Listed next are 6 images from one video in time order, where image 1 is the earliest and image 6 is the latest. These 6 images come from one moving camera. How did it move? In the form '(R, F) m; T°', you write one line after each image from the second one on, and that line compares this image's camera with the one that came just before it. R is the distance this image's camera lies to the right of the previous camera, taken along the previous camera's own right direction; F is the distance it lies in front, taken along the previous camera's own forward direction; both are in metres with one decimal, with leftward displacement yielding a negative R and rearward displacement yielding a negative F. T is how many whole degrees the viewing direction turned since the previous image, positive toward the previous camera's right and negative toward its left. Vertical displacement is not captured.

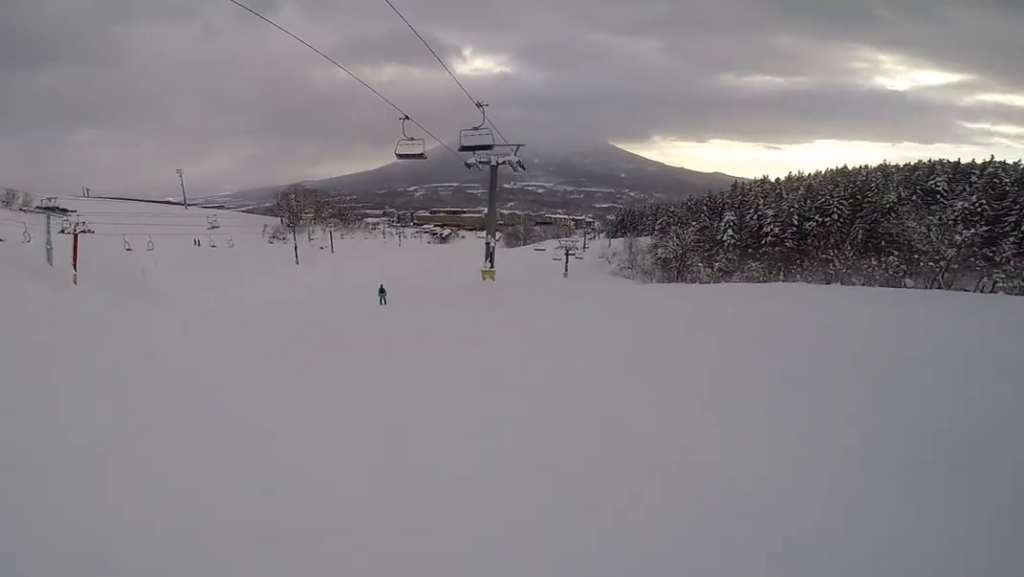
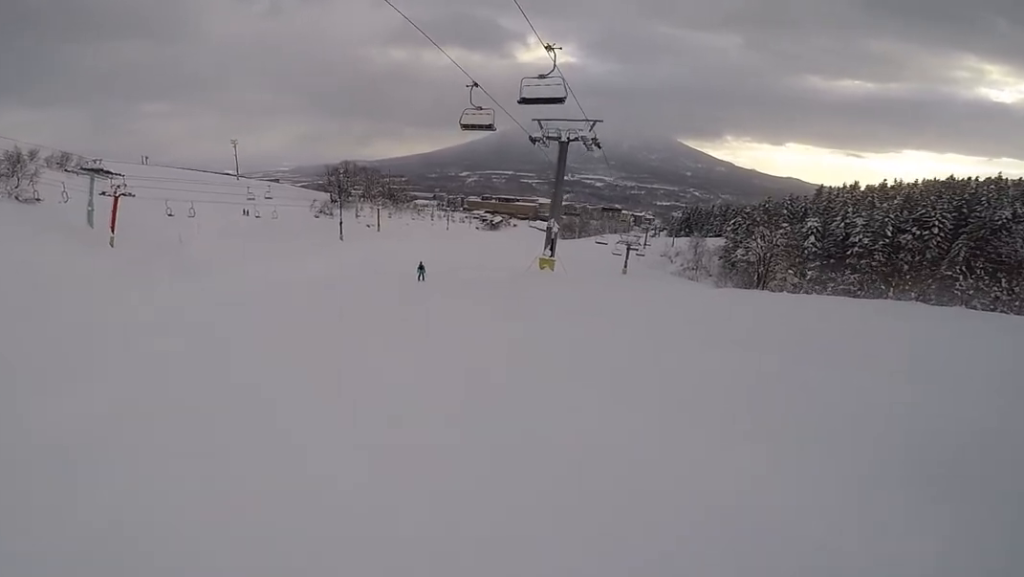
(-0.5, +4.6) m; -5°
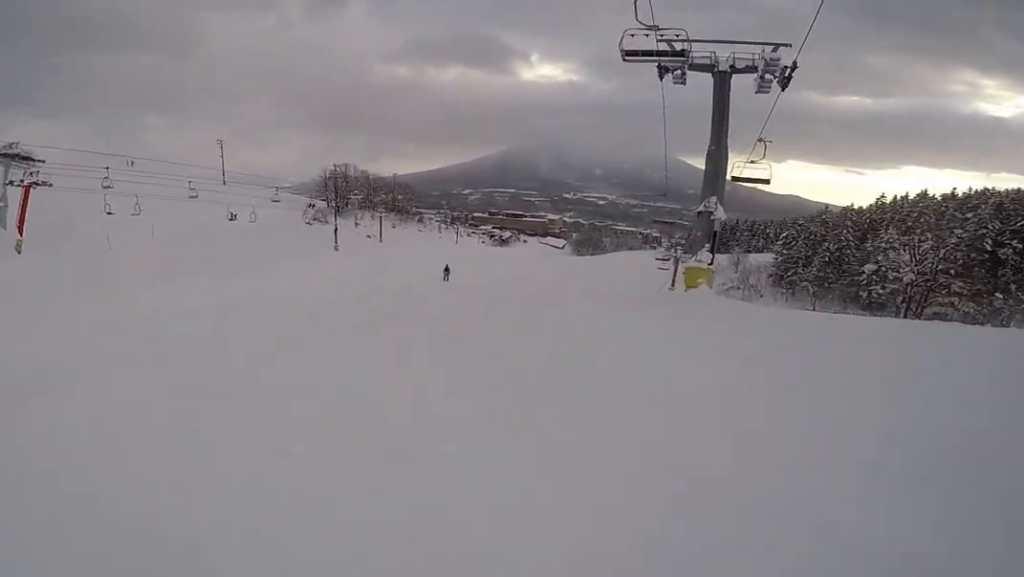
(-2.5, +17.8) m; -10°
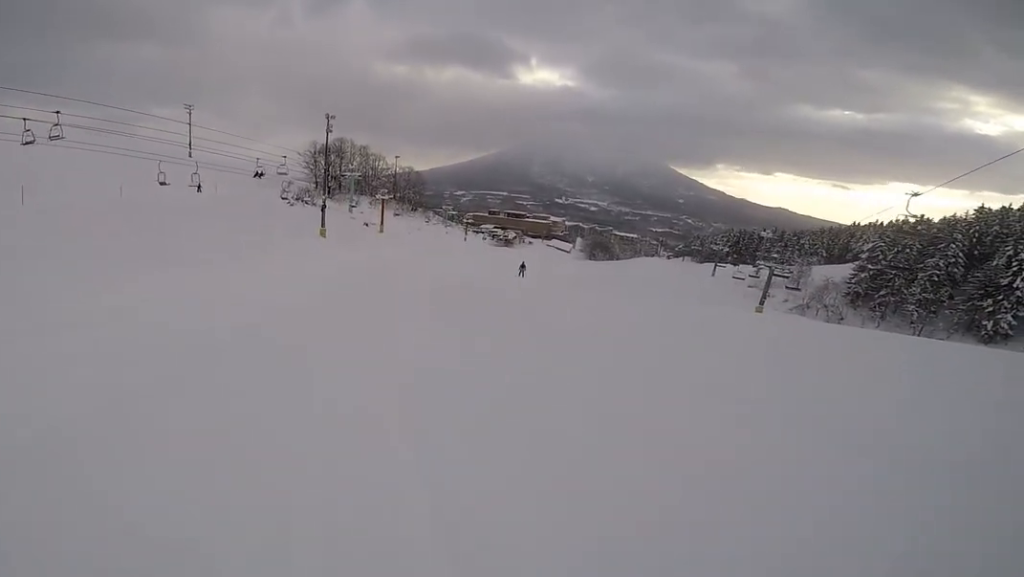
(+2.5, +23.6) m; +9°
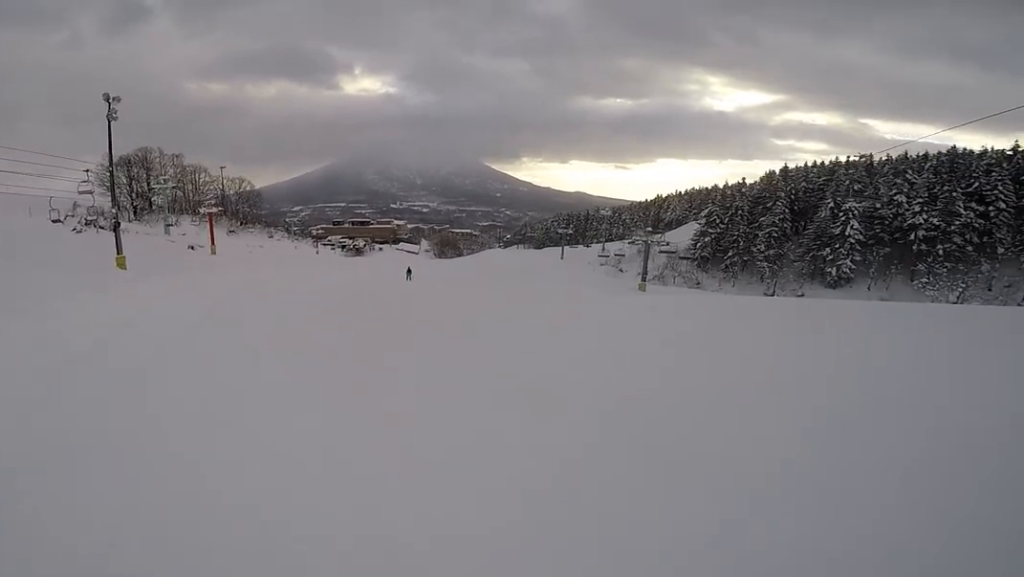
(+0.3, +14.1) m; +8°
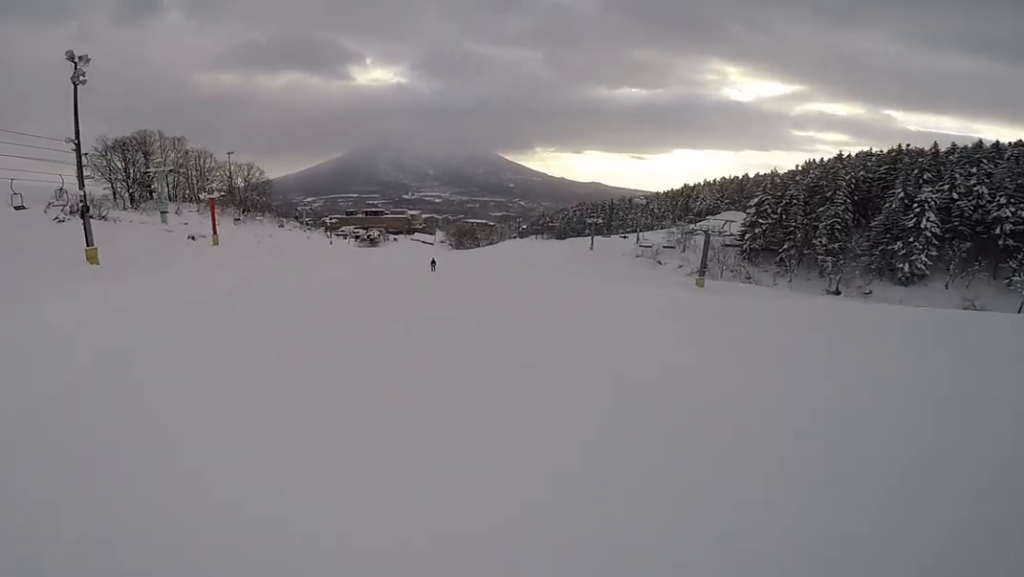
(+1.1, +8.4) m; 0°
